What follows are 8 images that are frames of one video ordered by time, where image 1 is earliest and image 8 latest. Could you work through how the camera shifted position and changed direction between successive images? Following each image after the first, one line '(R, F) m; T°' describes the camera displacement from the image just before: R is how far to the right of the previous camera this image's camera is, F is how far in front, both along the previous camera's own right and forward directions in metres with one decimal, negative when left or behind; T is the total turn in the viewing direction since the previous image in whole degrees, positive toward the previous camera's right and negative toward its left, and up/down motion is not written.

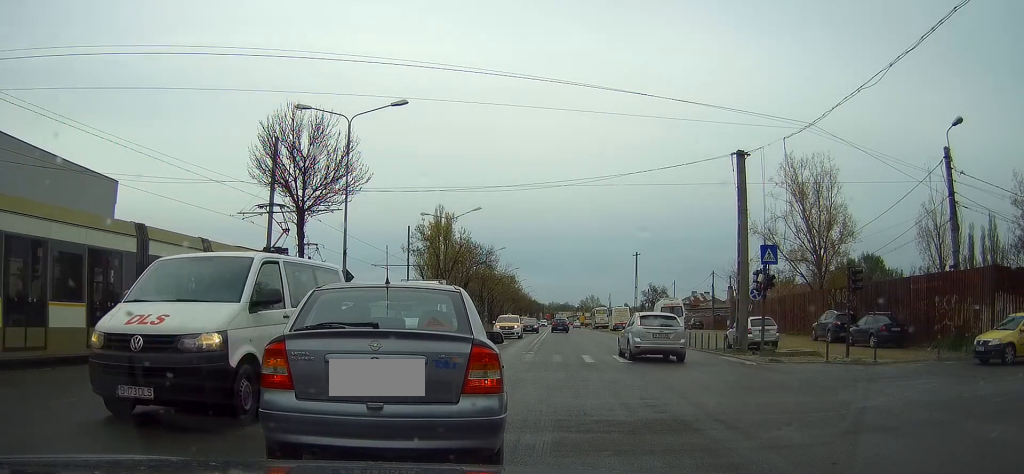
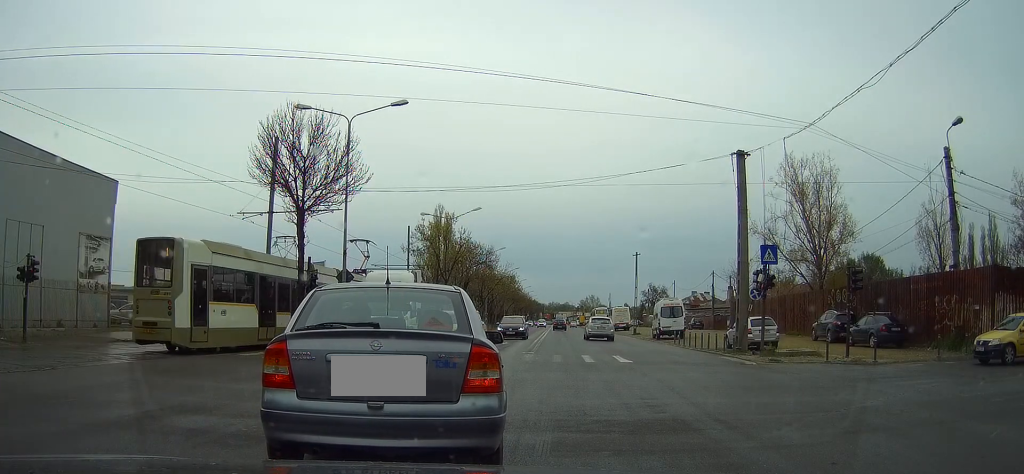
(-0.2, +0.3) m; 0°
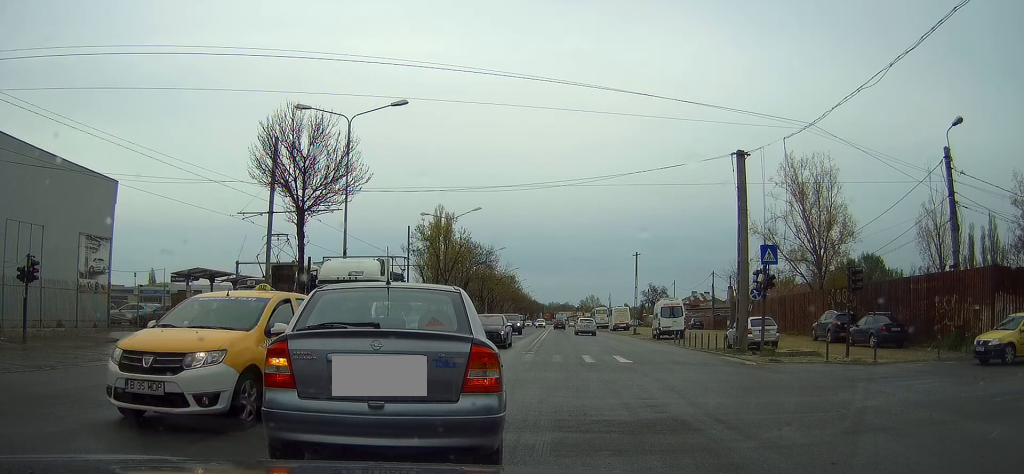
(-0.2, +0.1) m; 0°
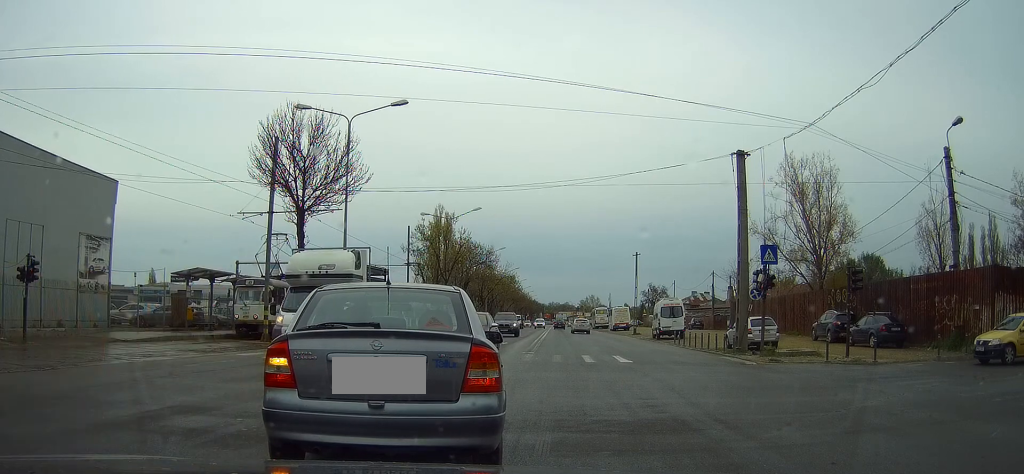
(-0.1, 0.0) m; 0°
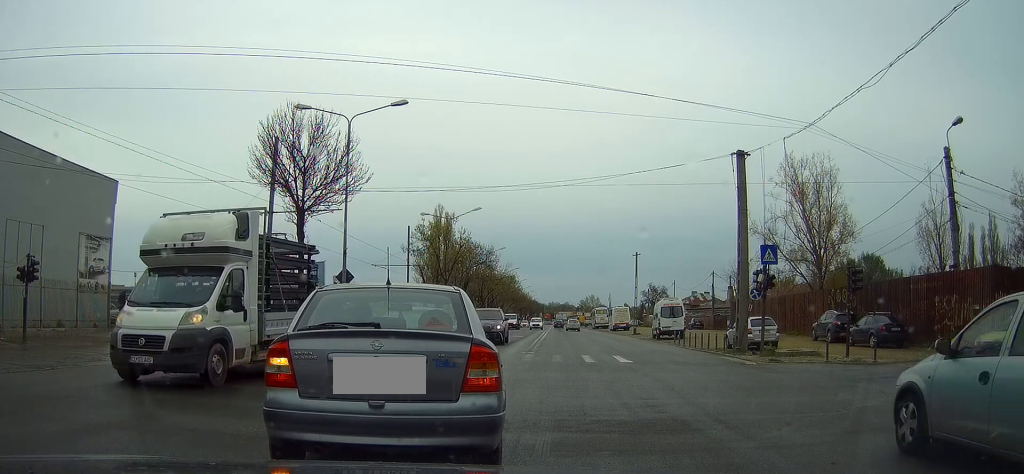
(-0.3, -0.1) m; 0°
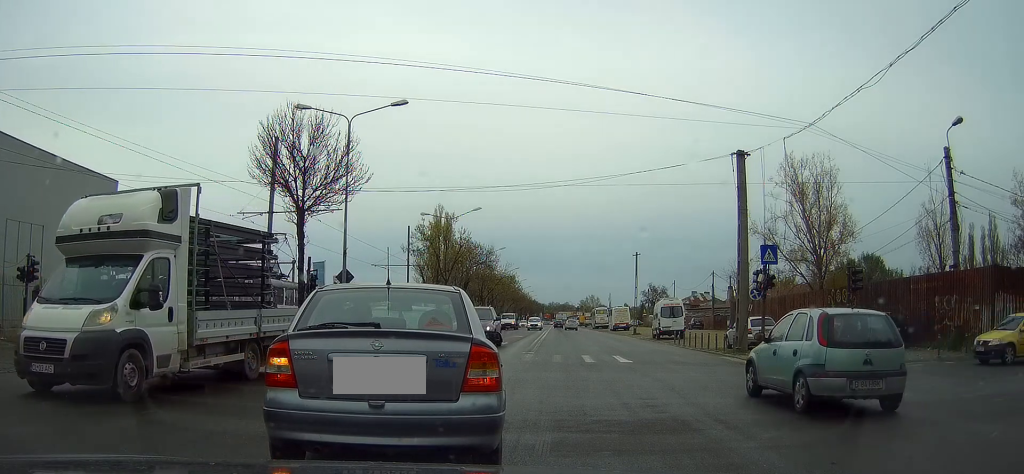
(0.0, +0.1) m; 0°
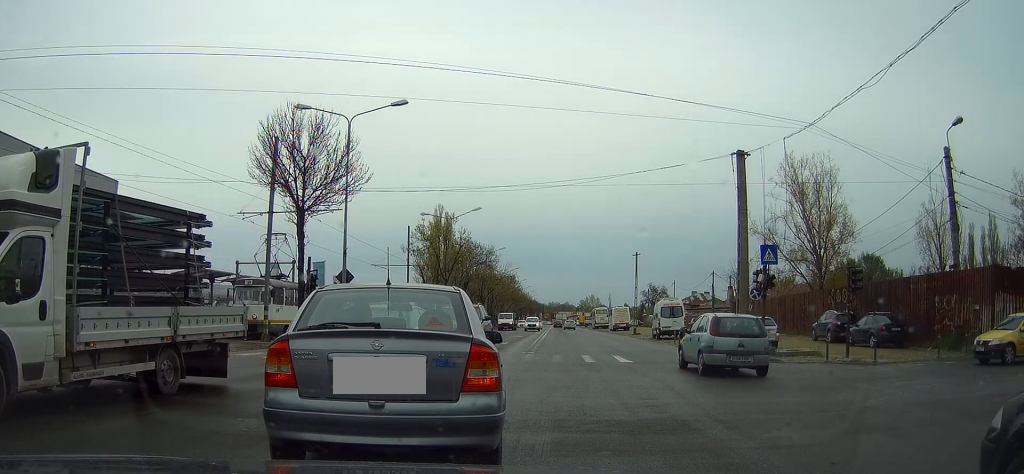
(0.0, +0.1) m; 0°
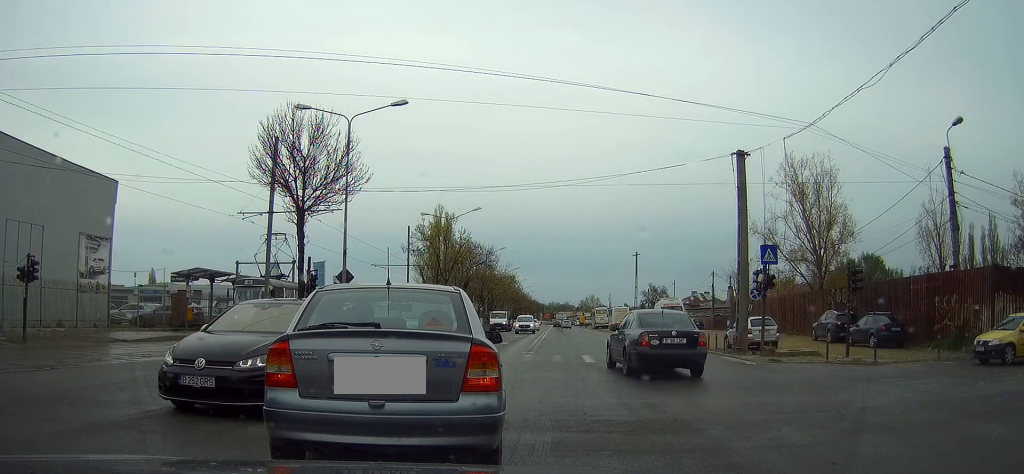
(0.0, +0.1) m; 0°
